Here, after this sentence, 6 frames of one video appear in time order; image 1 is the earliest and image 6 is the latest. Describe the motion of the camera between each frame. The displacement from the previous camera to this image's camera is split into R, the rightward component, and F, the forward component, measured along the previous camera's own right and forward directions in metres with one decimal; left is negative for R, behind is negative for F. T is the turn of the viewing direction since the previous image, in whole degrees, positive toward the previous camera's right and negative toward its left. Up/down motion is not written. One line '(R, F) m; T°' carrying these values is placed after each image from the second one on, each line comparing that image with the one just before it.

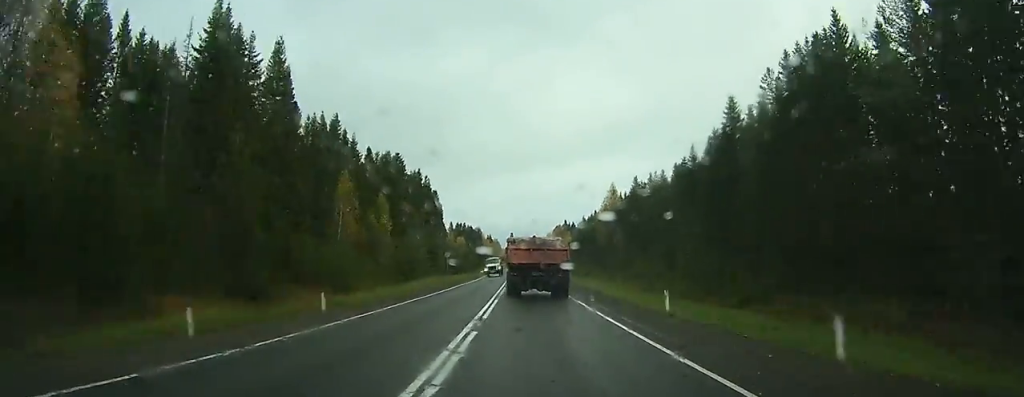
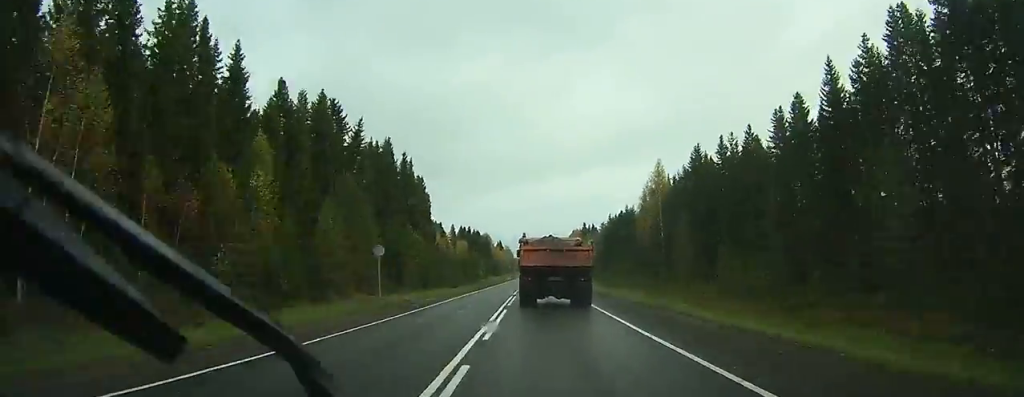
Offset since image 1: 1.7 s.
(-0.2, +39.8) m; 0°
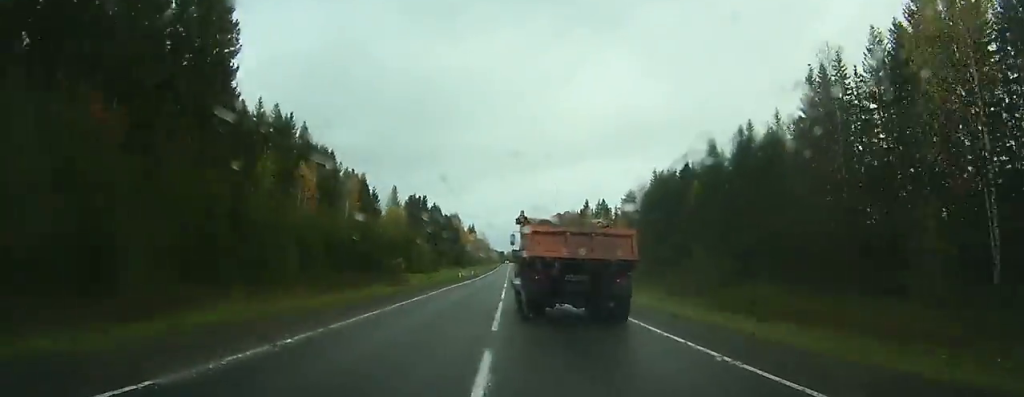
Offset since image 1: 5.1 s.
(+0.7, +81.2) m; +1°
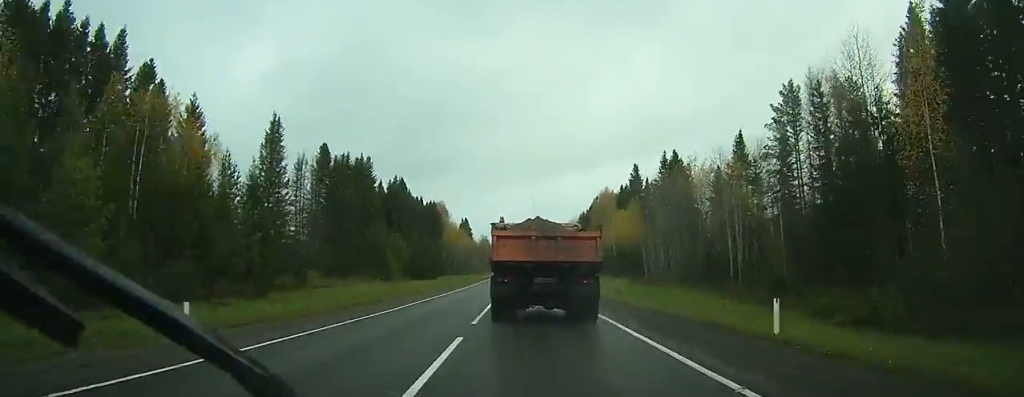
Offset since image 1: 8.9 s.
(+0.2, +84.1) m; 0°
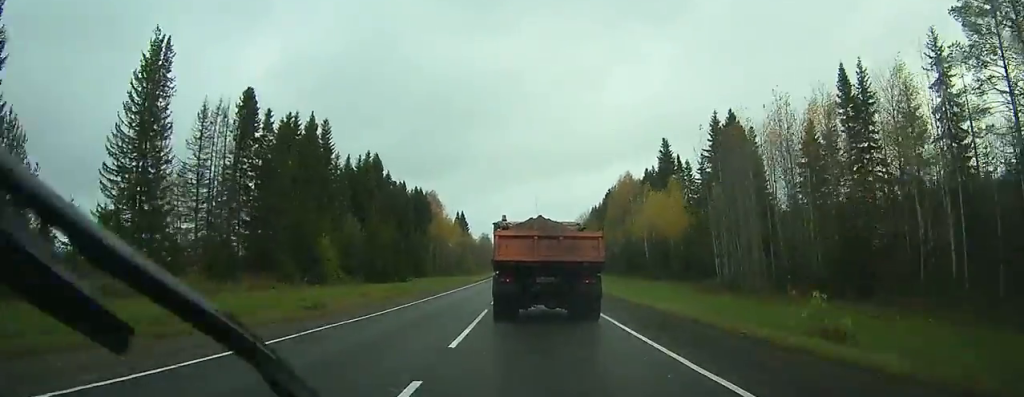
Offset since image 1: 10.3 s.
(0.0, +28.6) m; 0°
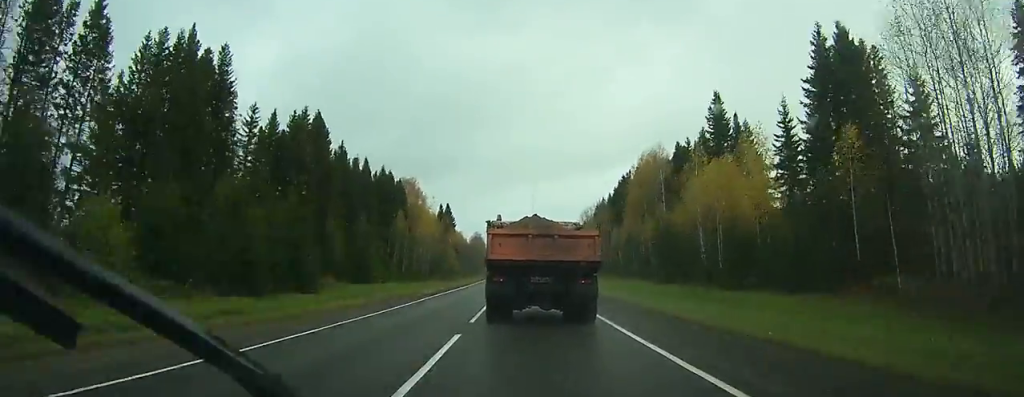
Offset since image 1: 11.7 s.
(-0.1, +31.0) m; 0°
